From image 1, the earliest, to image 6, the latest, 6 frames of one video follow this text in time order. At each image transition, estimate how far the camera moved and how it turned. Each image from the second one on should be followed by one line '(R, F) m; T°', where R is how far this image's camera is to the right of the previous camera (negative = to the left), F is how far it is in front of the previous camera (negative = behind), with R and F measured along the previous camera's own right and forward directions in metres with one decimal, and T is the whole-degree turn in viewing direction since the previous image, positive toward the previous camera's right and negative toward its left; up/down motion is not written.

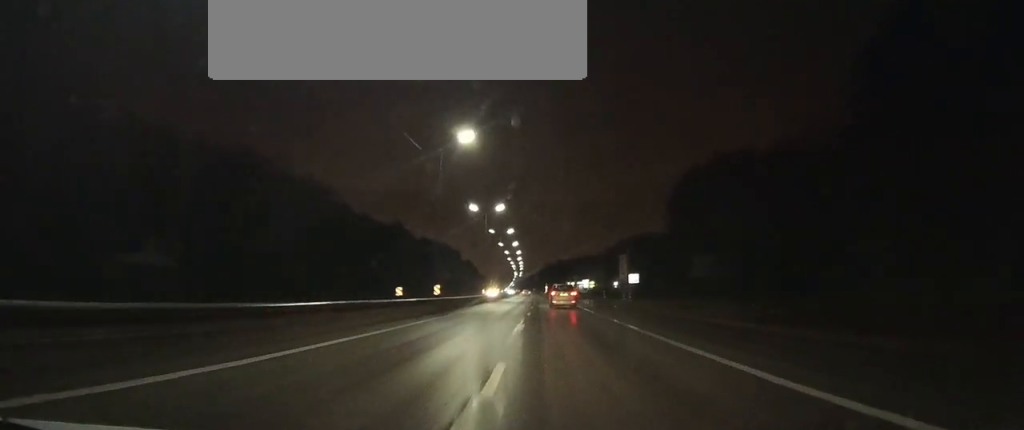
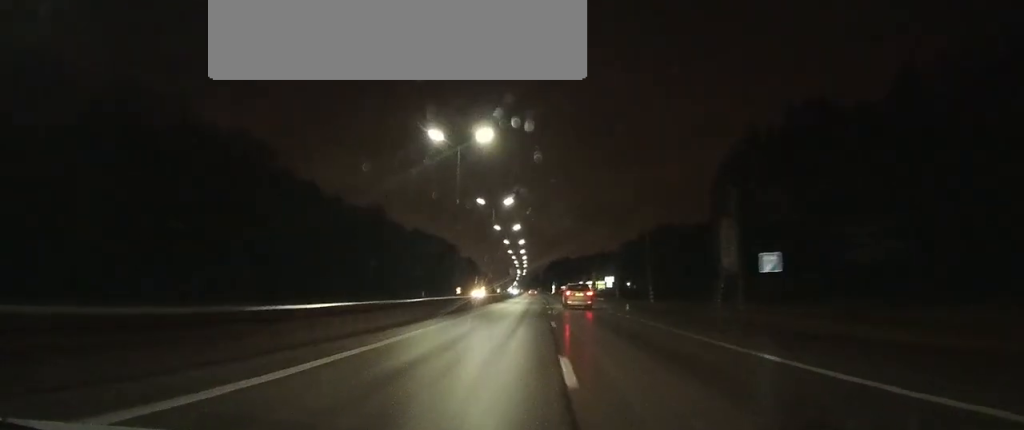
(0.0, +27.6) m; 0°
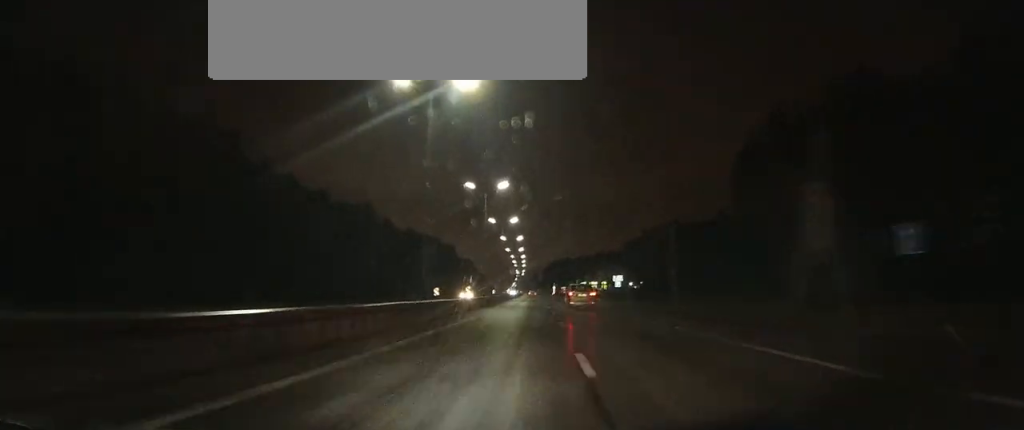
(0.0, +8.6) m; 0°
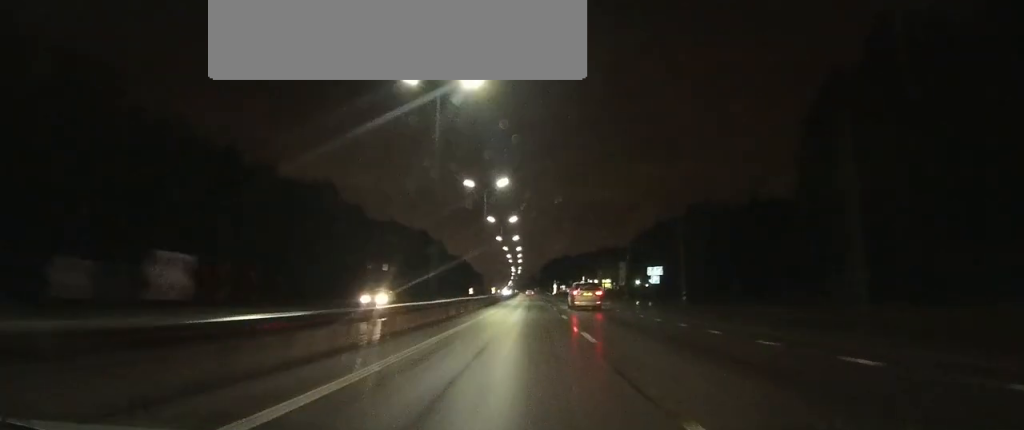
(-0.1, +24.9) m; 0°
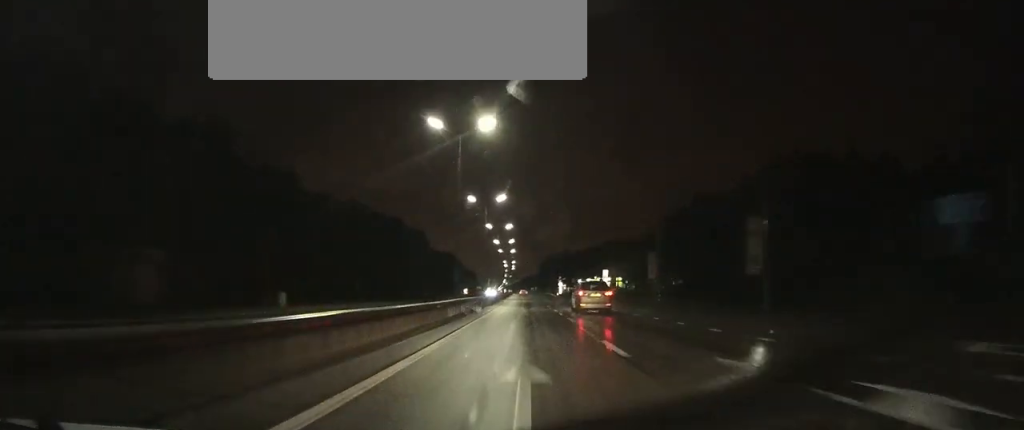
(0.0, +47.1) m; 0°
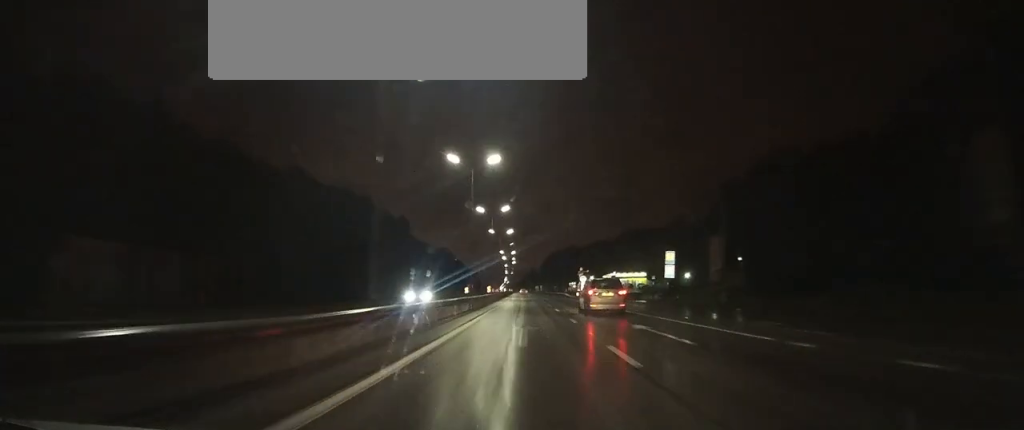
(+0.1, +49.5) m; 0°
